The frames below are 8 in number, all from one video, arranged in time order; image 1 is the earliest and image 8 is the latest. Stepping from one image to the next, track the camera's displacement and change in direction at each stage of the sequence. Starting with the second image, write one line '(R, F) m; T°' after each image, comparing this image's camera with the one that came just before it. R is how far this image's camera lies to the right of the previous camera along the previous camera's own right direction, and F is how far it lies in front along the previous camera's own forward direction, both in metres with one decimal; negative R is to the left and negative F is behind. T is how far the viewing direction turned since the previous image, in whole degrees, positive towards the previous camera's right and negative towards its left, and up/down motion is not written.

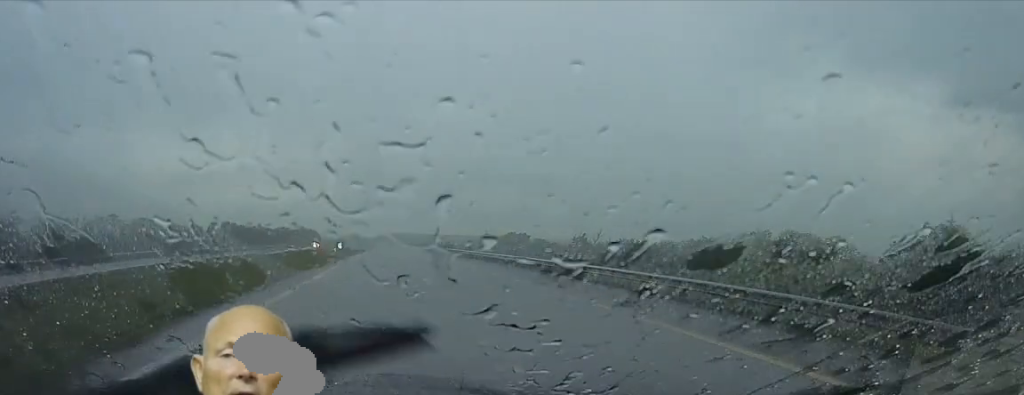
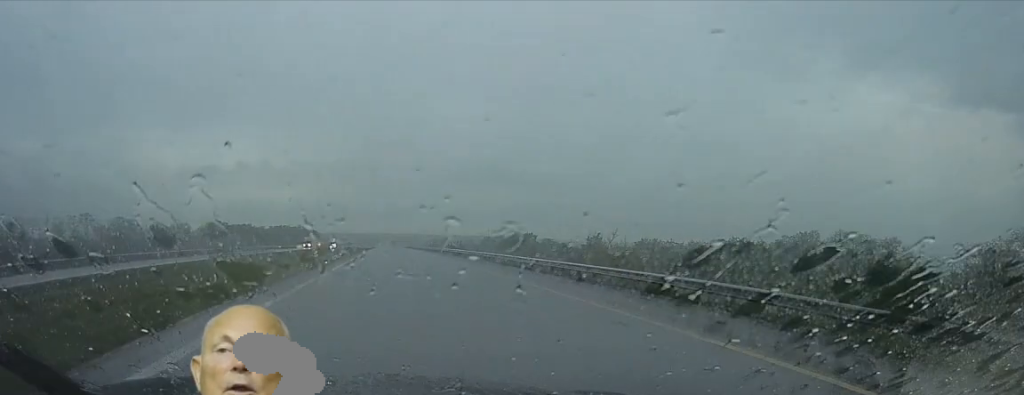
(-0.3, +15.9) m; 0°
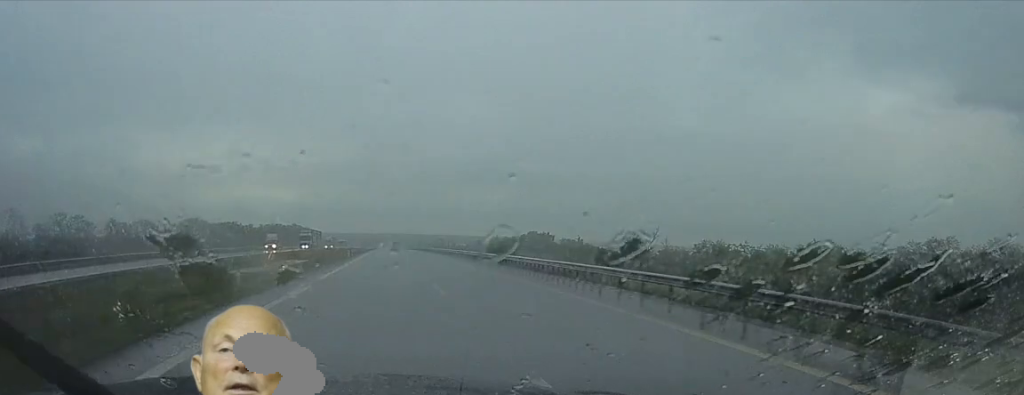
(+1.0, +34.4) m; +1°
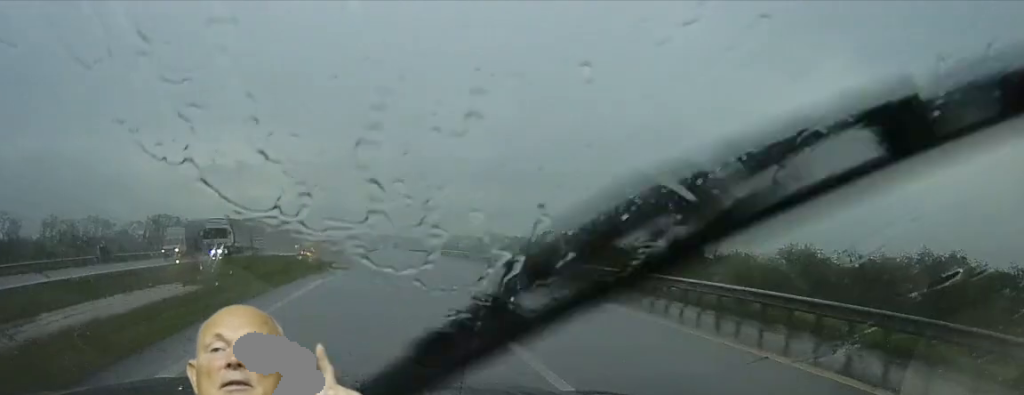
(-0.6, +33.3) m; -1°
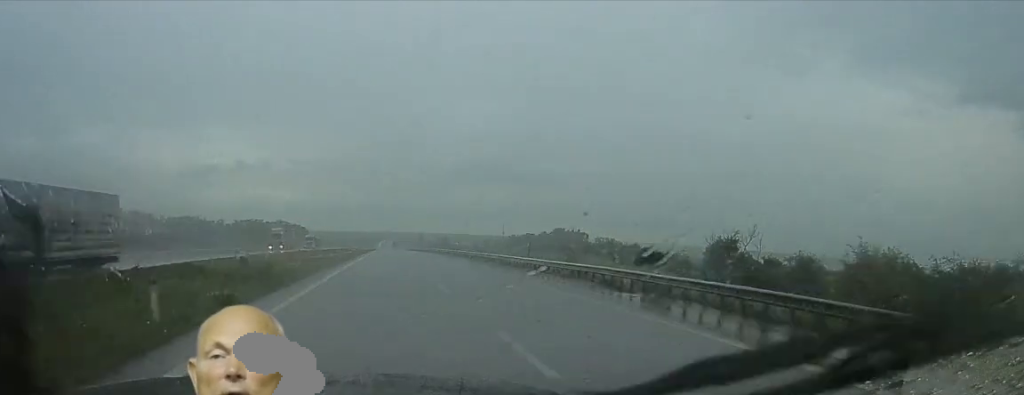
(-0.2, +22.8) m; +1°
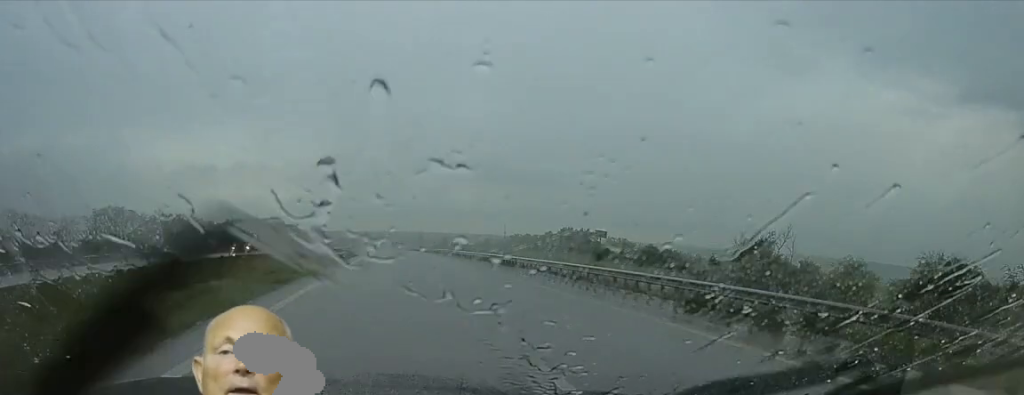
(+0.4, +14.8) m; +1°
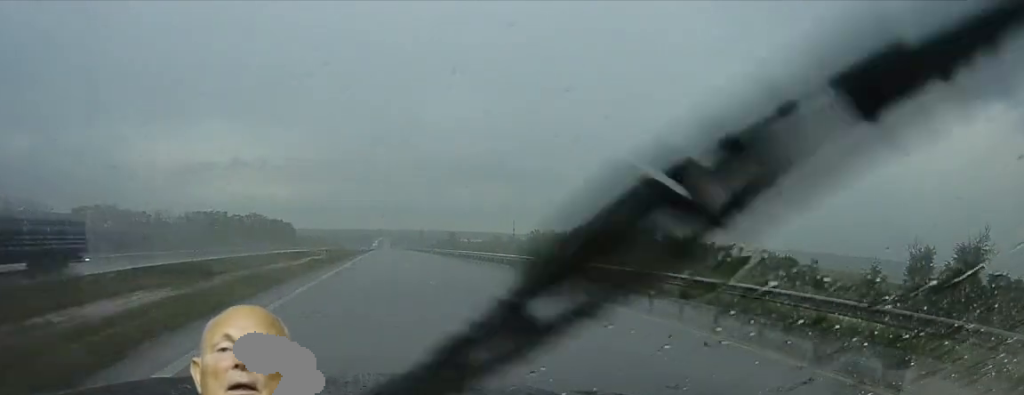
(-1.1, +55.1) m; -2°
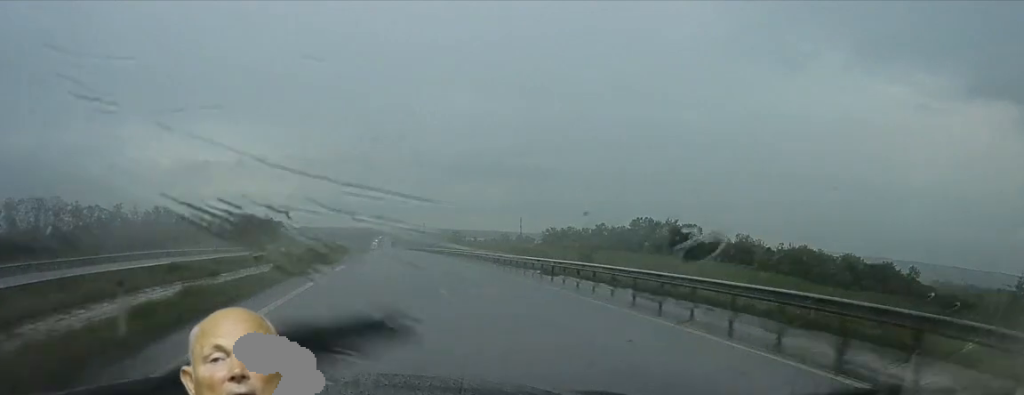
(+0.5, +31.1) m; +2°
